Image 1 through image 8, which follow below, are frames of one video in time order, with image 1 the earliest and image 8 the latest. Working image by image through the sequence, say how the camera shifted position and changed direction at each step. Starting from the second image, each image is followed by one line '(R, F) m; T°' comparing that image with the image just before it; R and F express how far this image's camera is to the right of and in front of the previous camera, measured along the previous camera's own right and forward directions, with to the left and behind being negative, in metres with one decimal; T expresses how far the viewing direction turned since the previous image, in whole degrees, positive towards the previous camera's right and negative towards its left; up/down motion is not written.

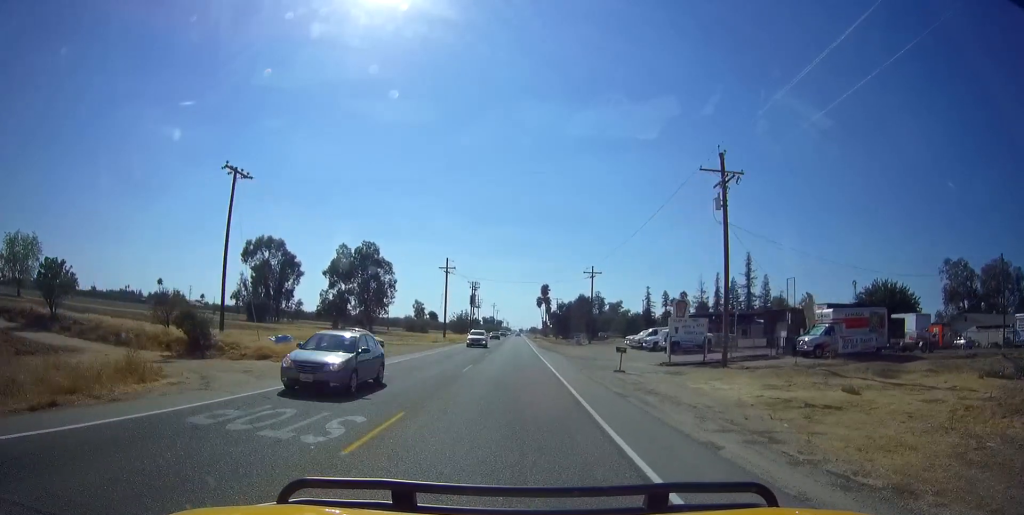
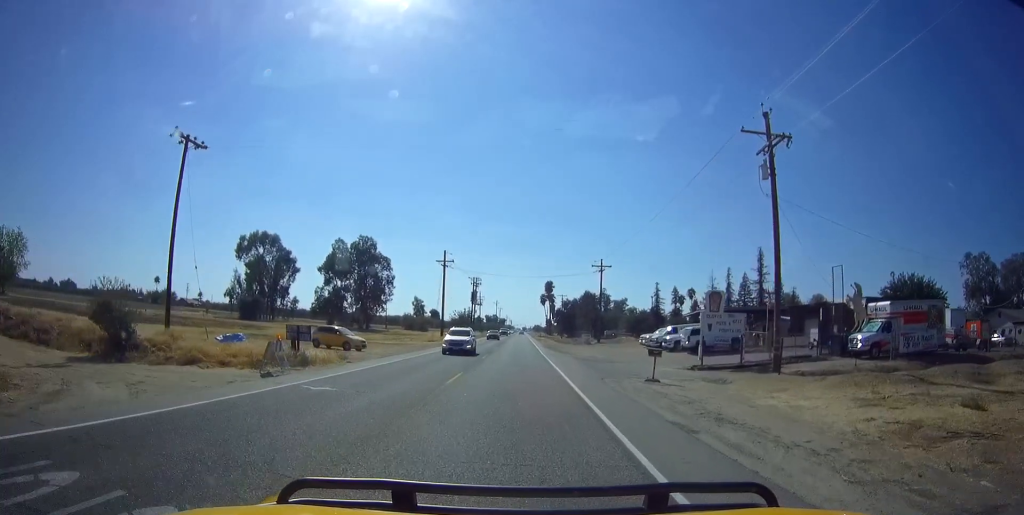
(0.0, +5.6) m; 0°
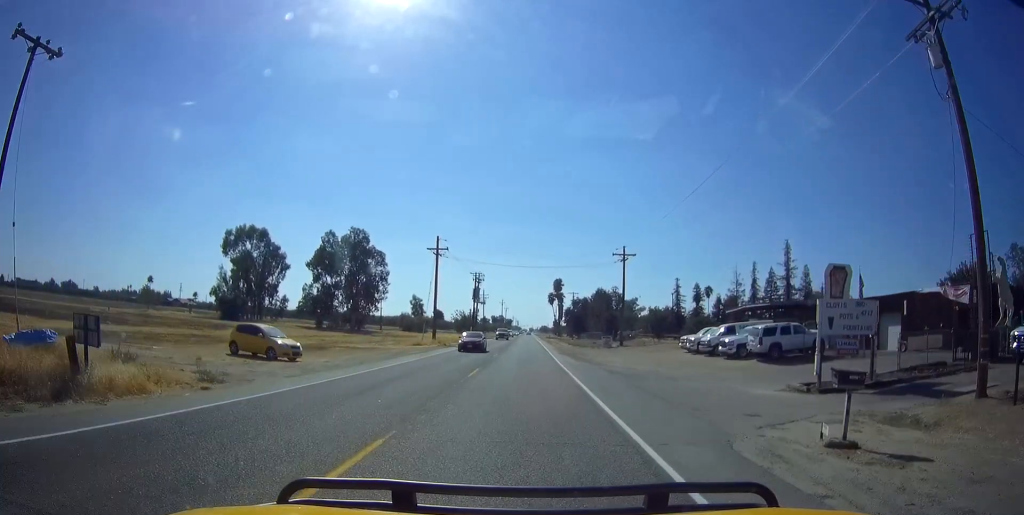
(0.0, +11.6) m; 0°
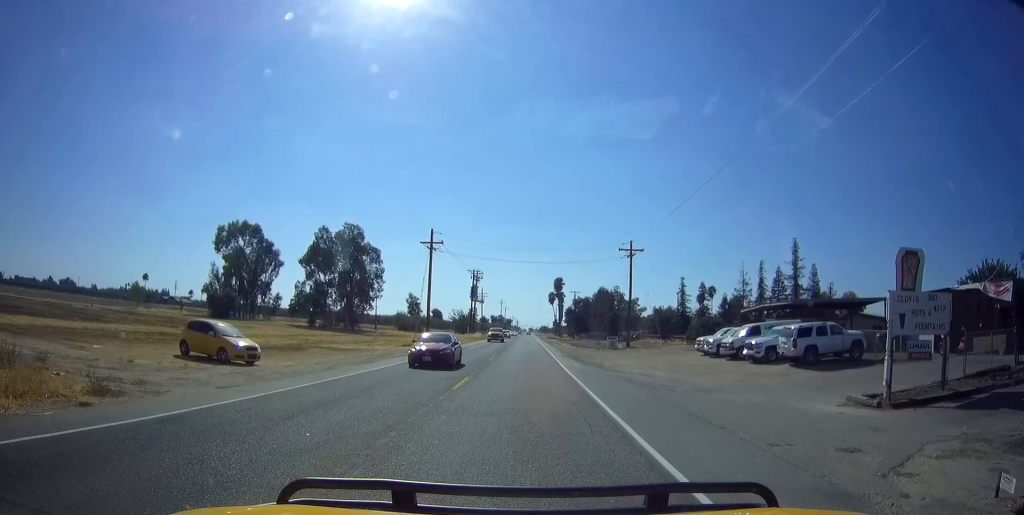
(0.0, +4.0) m; +2°
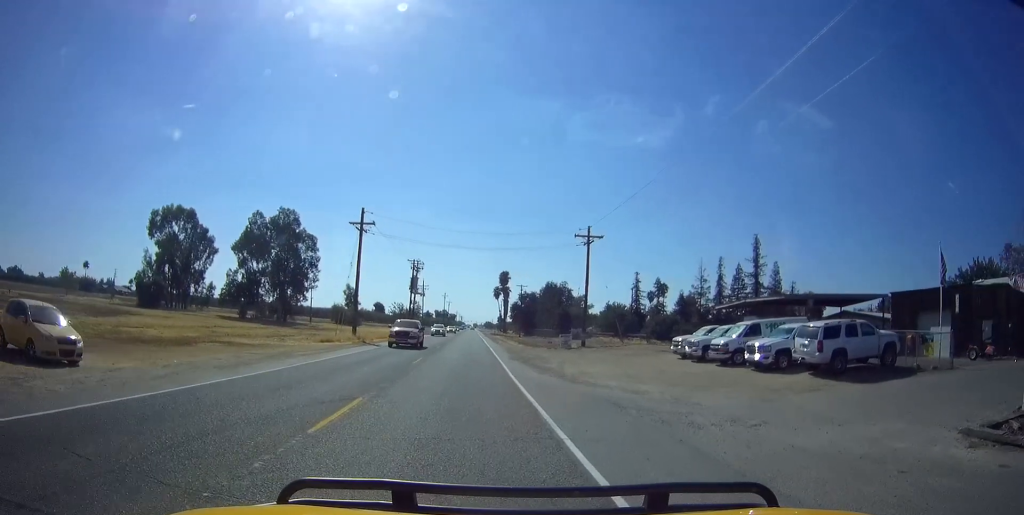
(+0.4, +6.9) m; +14°
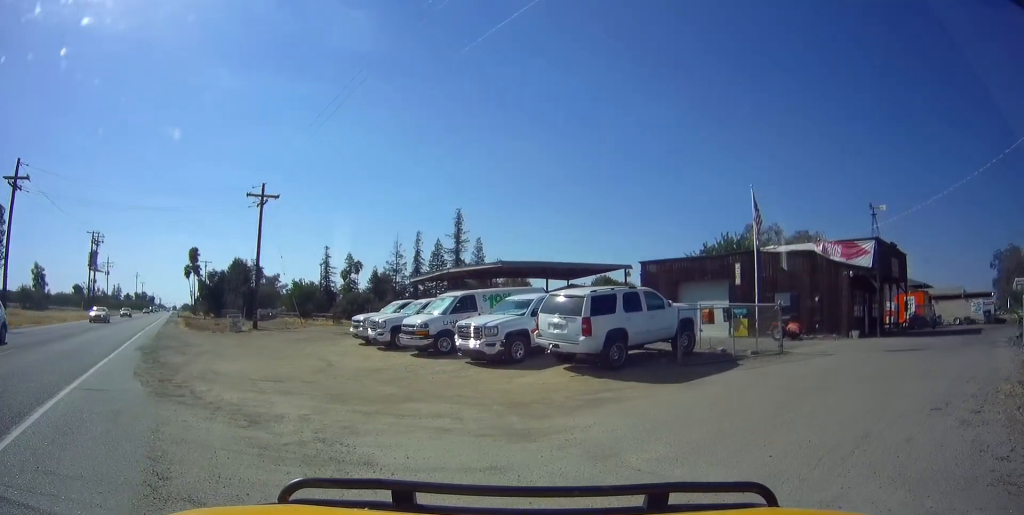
(+2.7, +7.6) m; +33°
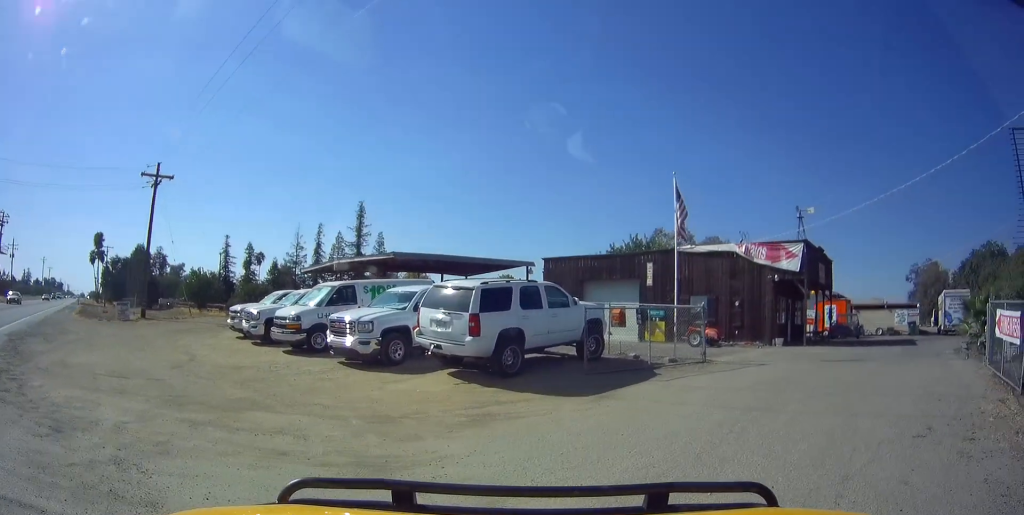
(-0.1, +1.9) m; -5°
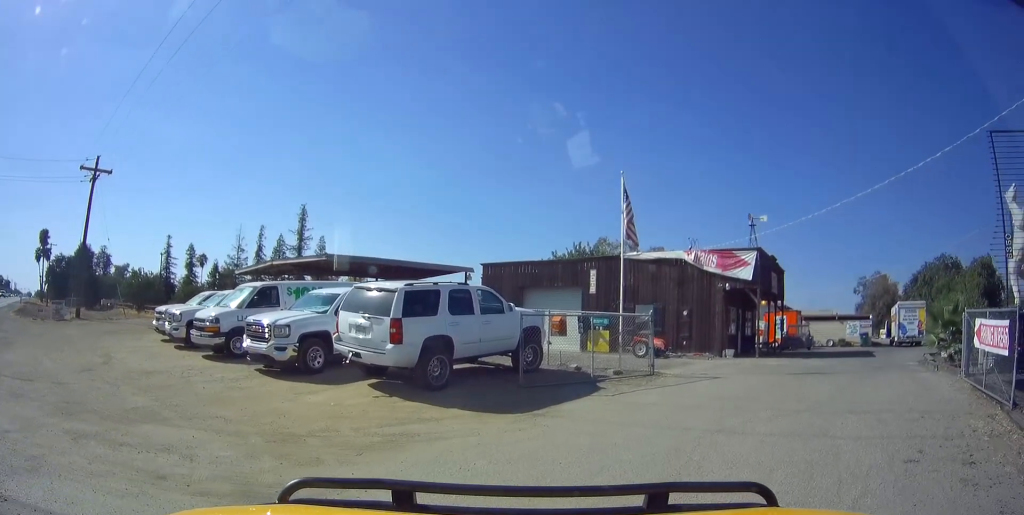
(0.0, +0.8) m; +1°
